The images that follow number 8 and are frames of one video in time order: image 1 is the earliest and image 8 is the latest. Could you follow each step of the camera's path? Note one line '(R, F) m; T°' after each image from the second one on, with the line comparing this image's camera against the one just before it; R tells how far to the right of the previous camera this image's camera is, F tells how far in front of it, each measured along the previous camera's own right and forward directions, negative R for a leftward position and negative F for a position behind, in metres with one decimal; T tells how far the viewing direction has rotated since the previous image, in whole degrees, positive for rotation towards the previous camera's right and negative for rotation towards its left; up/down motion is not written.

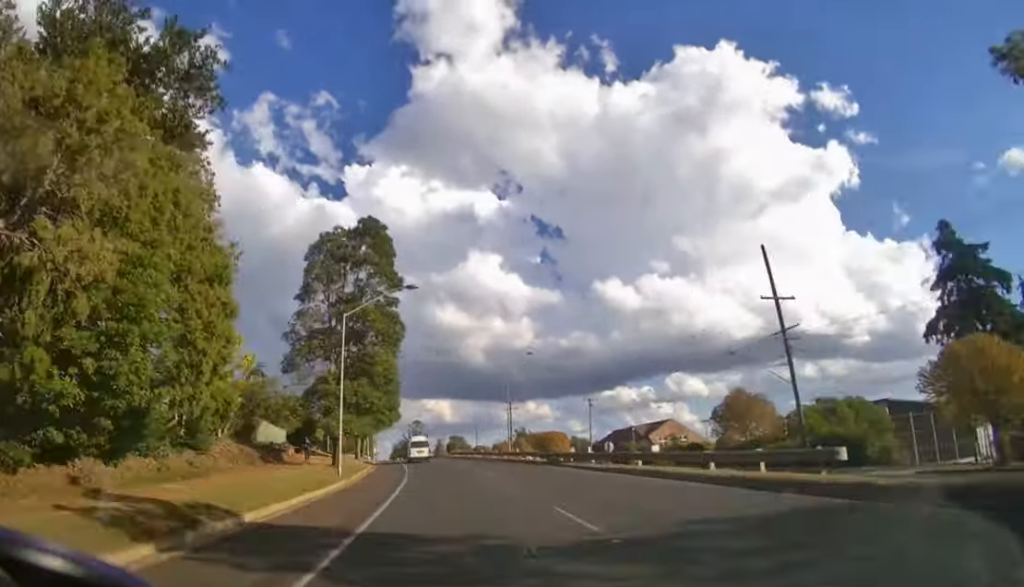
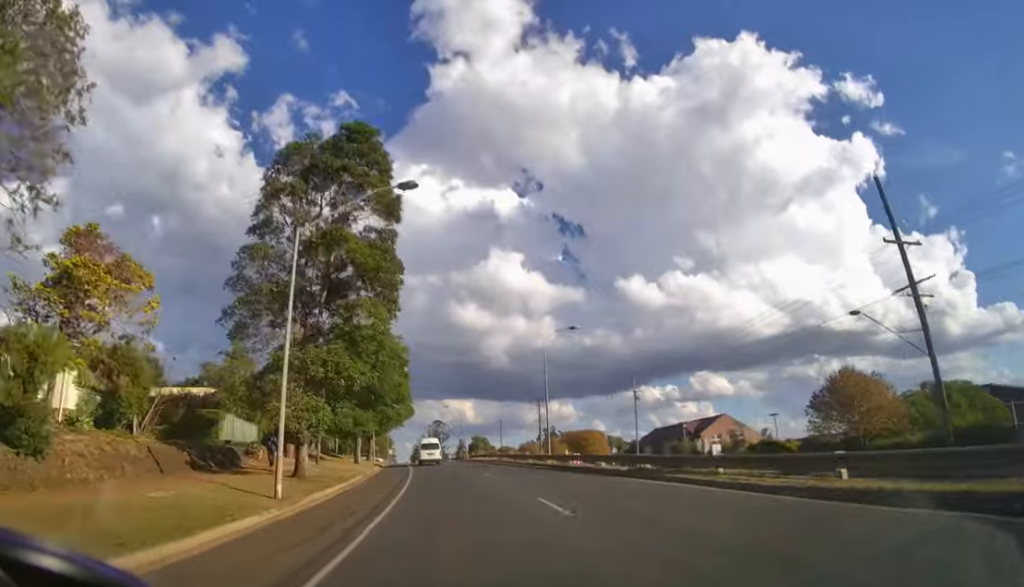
(-0.3, +10.1) m; -3°
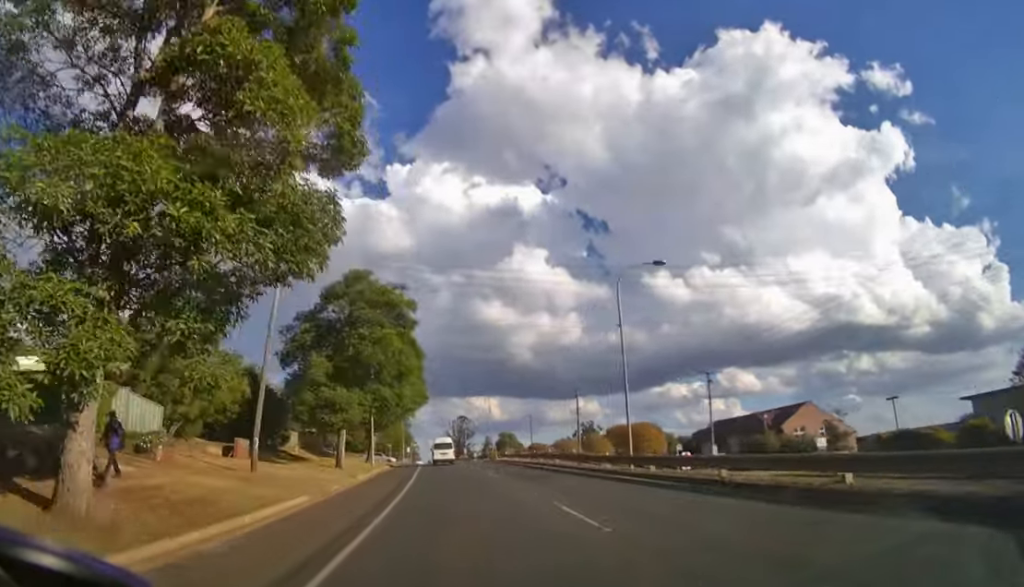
(-0.4, +13.1) m; -3°
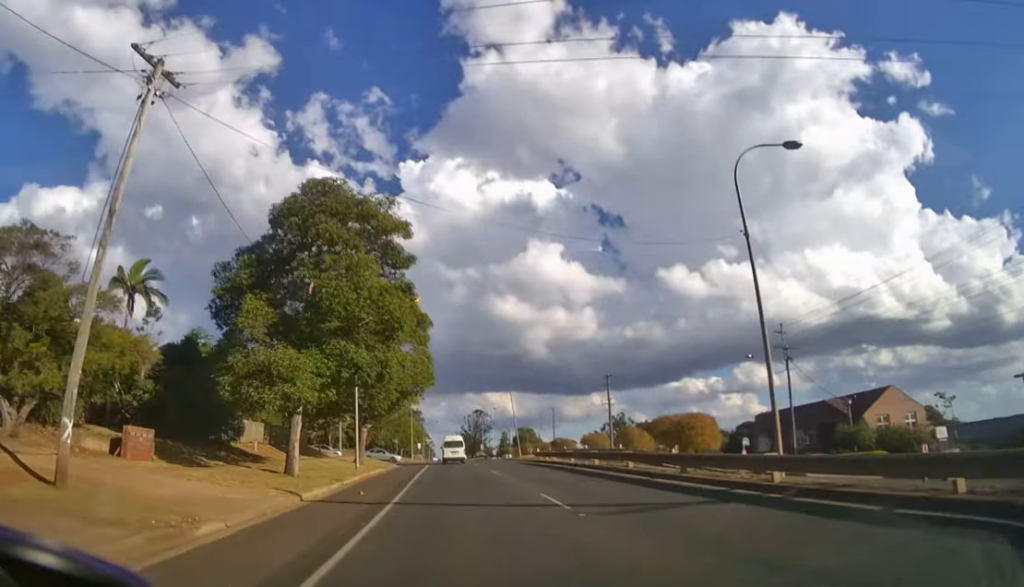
(-0.1, +10.4) m; -2°
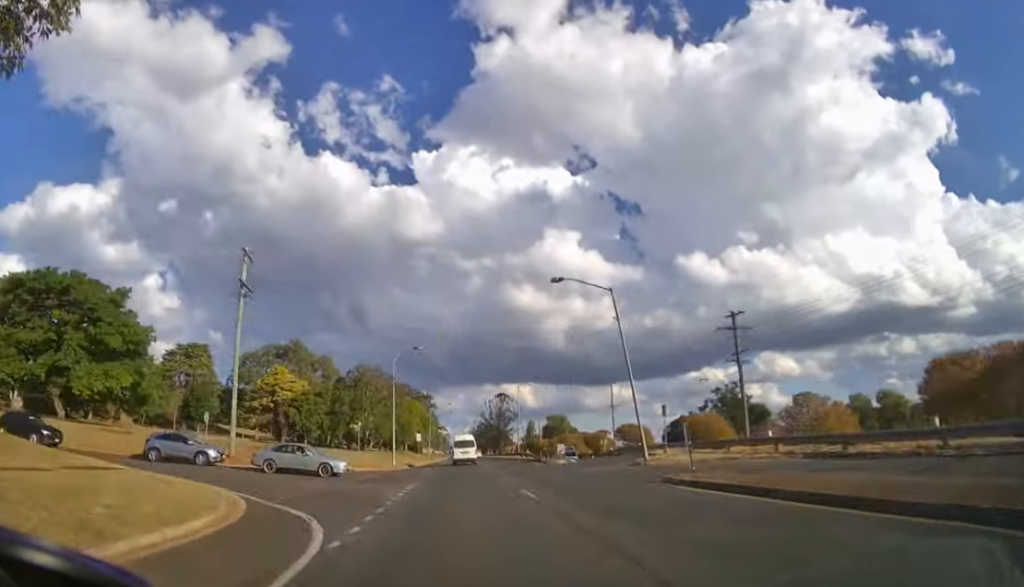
(-1.5, +36.9) m; -4°
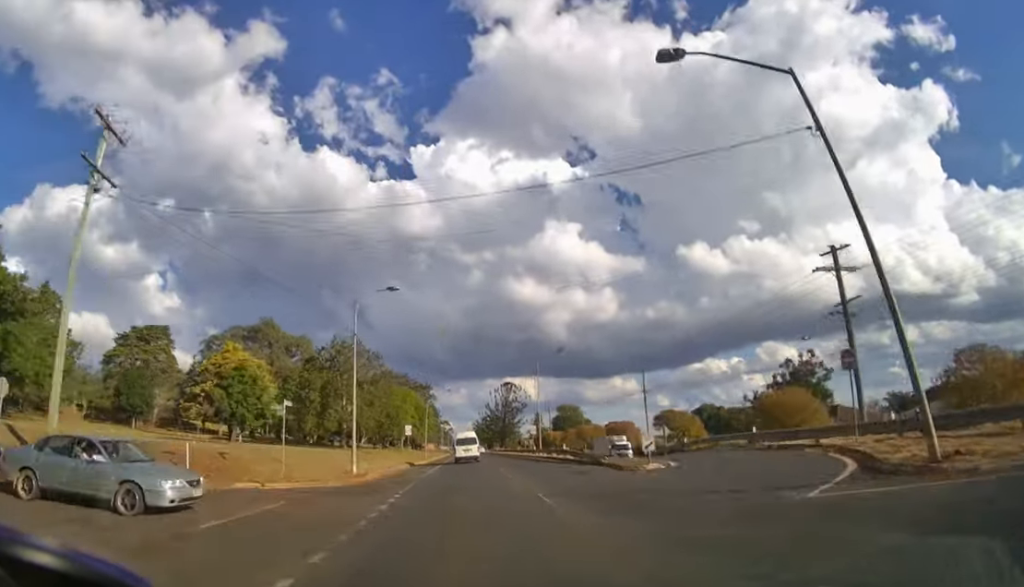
(-0.1, +16.4) m; -1°
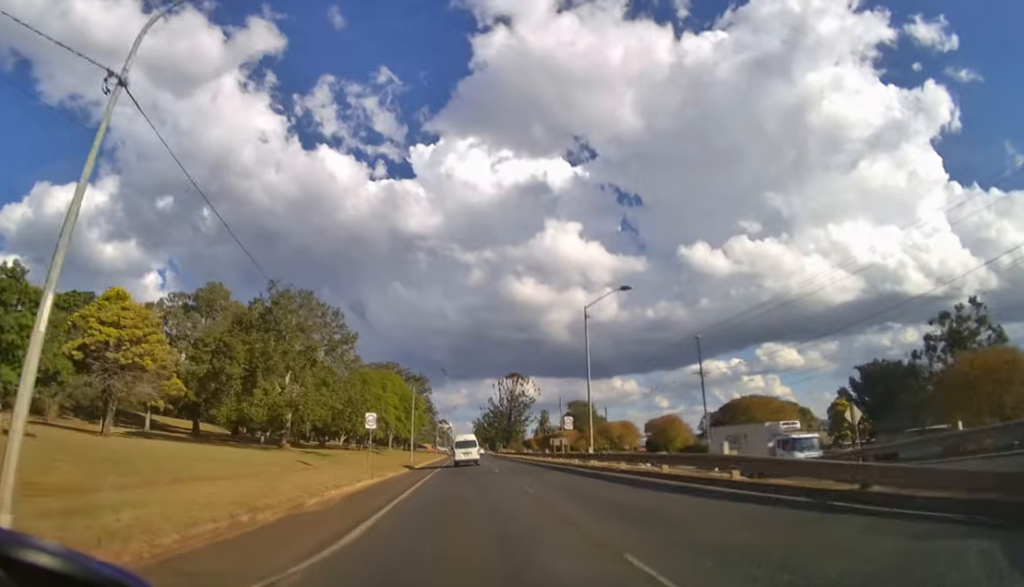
(-0.1, +18.2) m; -1°
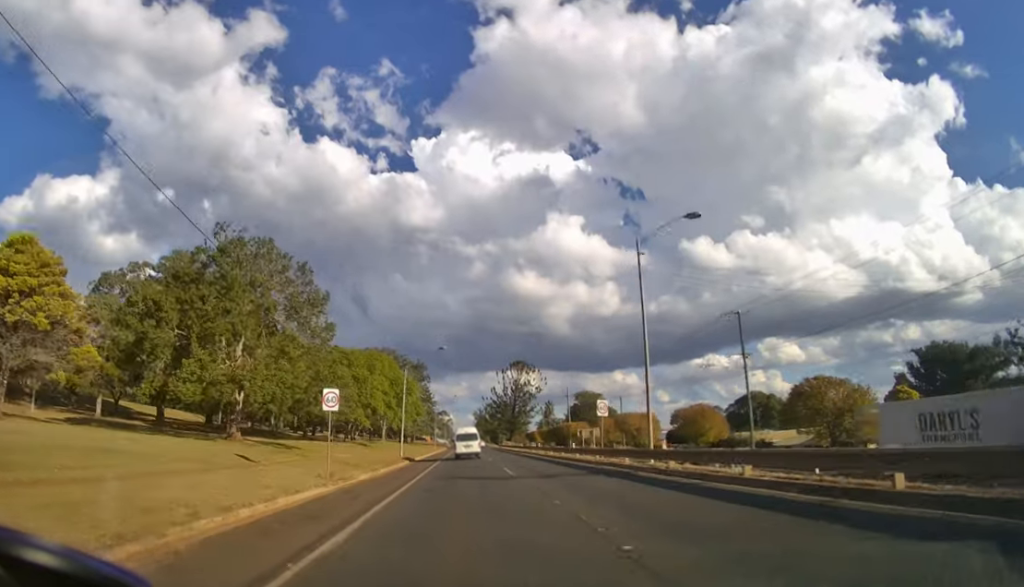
(0.0, +7.7) m; 0°
